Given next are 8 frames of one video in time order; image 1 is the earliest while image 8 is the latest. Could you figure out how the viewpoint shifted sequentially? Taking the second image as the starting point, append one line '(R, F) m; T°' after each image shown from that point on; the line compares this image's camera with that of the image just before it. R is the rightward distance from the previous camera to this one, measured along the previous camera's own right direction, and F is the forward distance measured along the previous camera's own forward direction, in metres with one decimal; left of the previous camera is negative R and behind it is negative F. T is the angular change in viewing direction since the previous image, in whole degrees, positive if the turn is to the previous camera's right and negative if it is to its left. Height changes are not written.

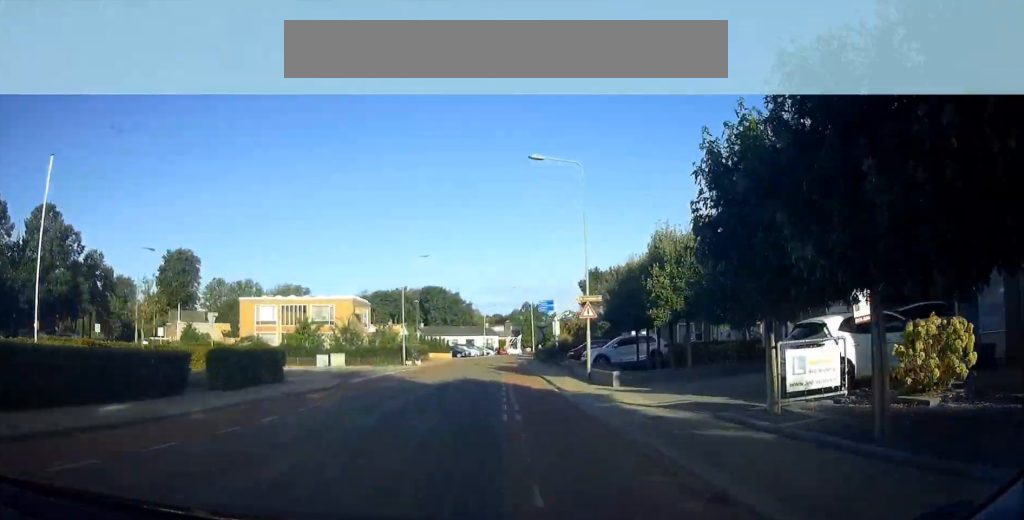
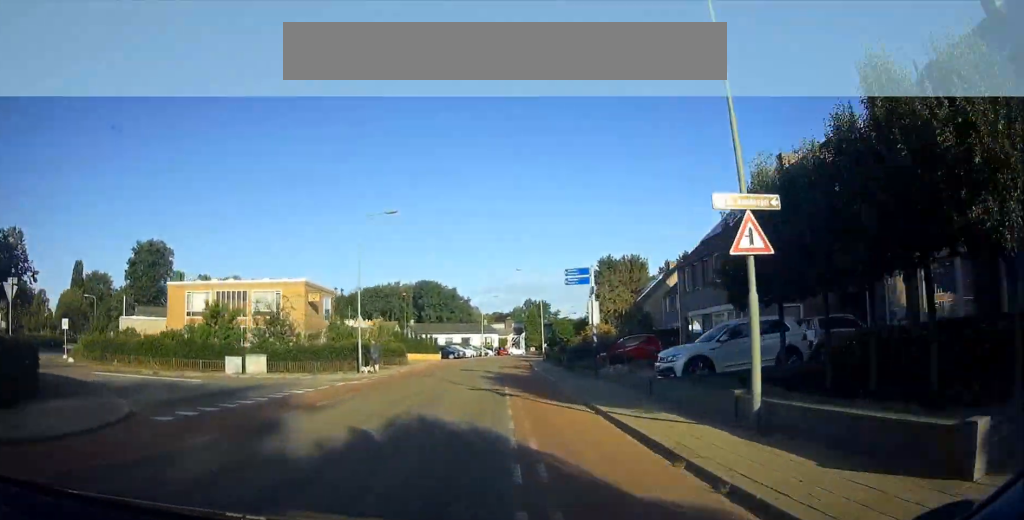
(-0.2, +15.5) m; 0°
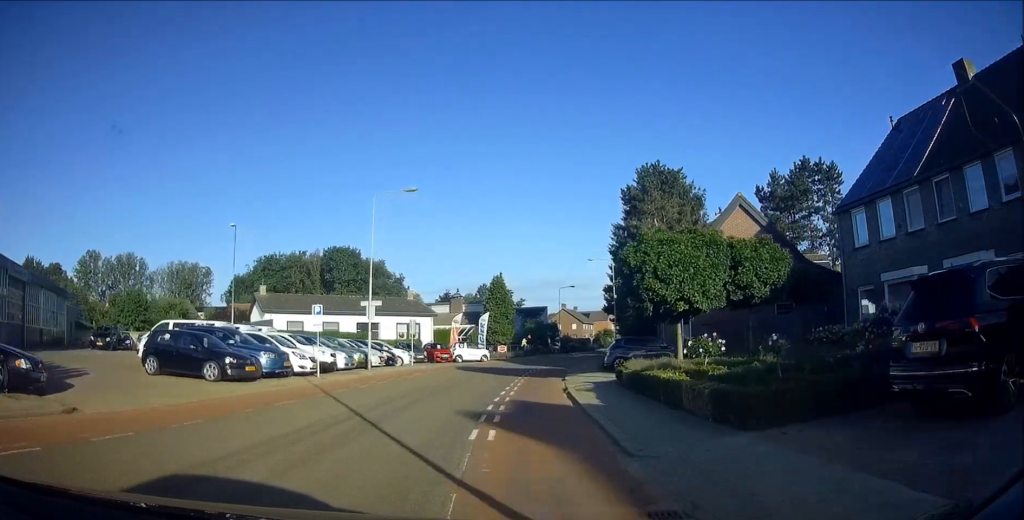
(+2.7, +57.9) m; +8°
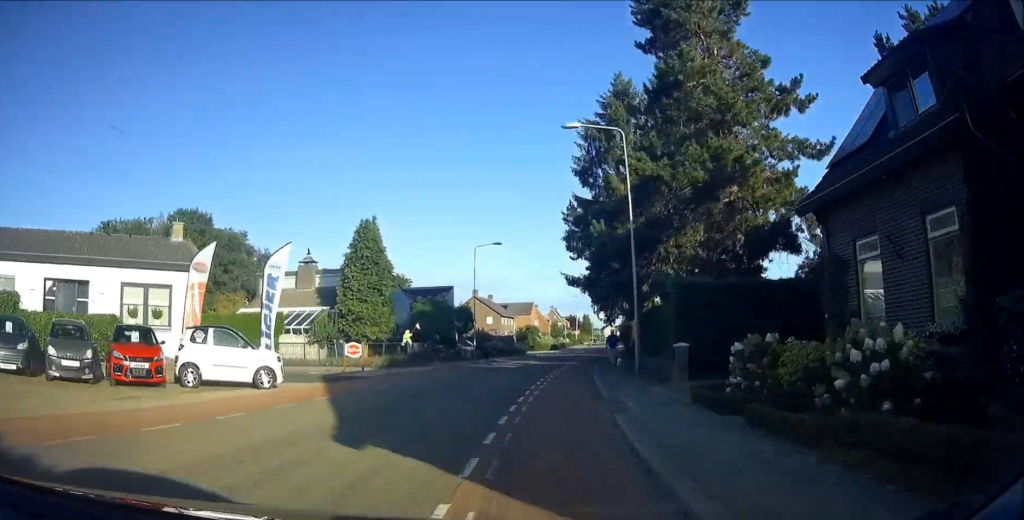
(+2.2, +32.7) m; +8°
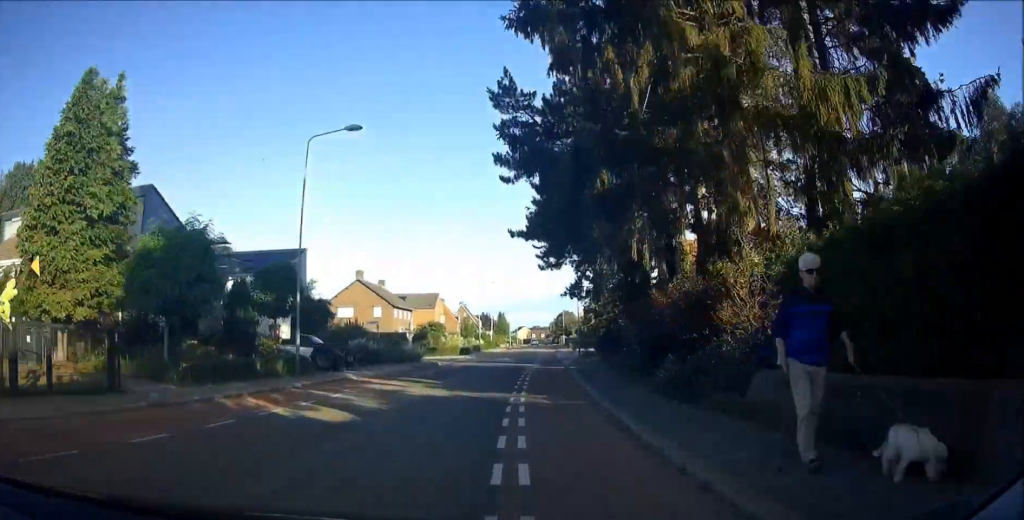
(+1.4, +24.2) m; +5°
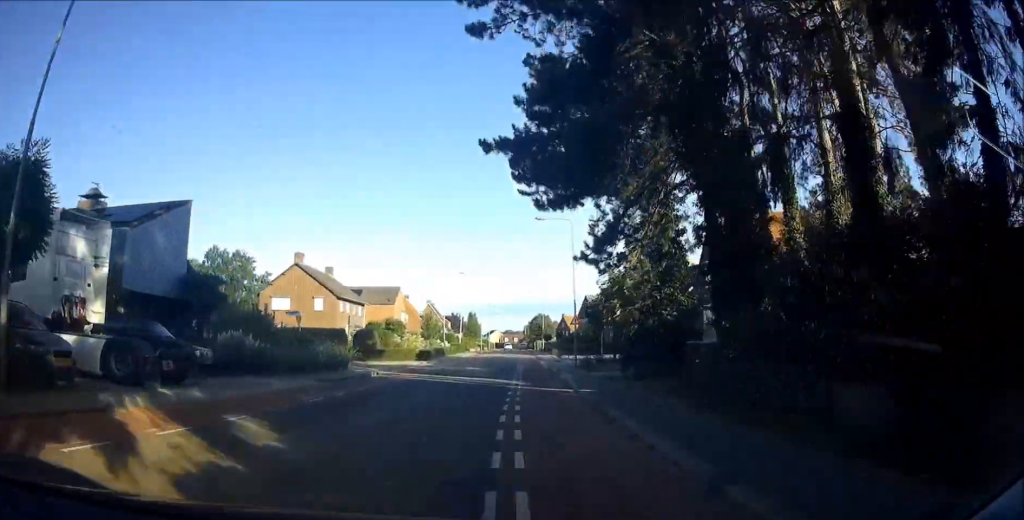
(+0.4, +13.0) m; +2°
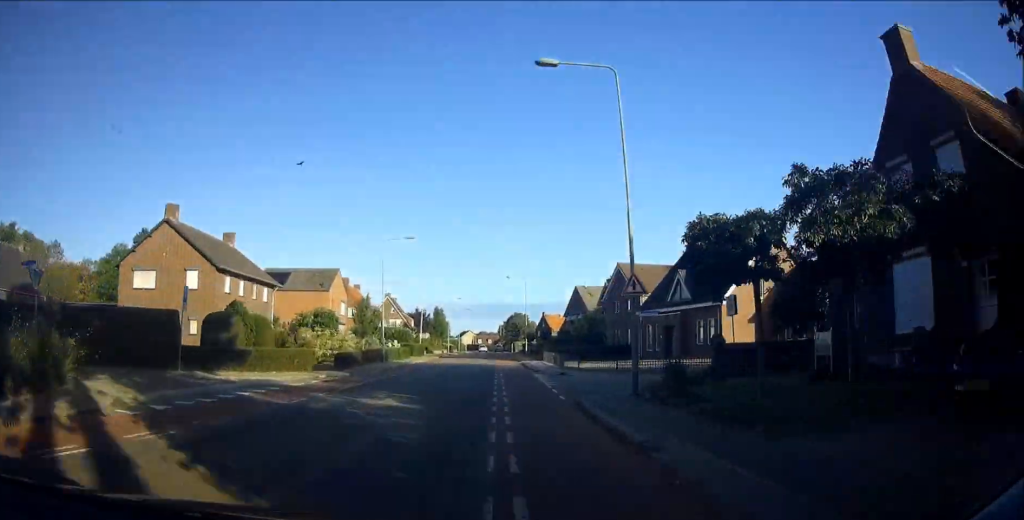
(+0.5, +19.8) m; +1°
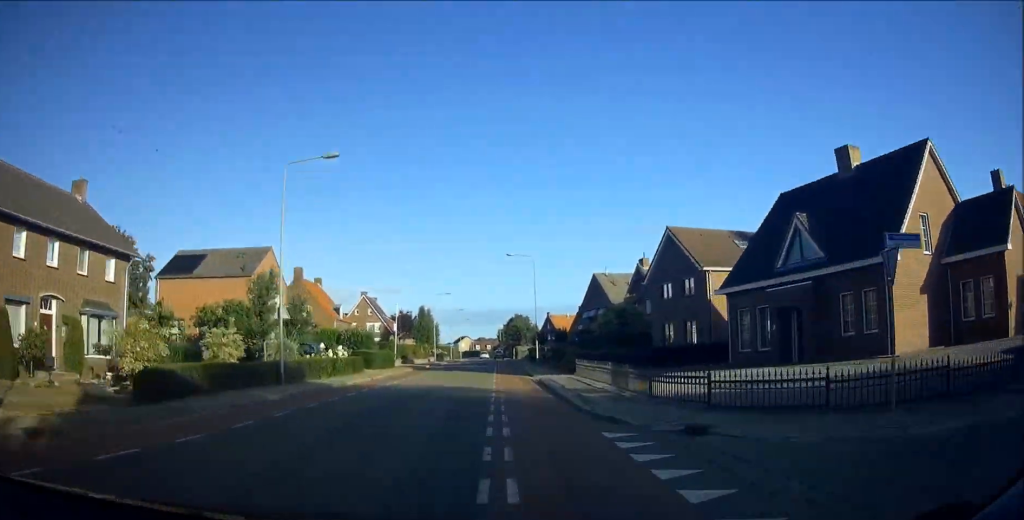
(+0.2, +18.8) m; 0°
